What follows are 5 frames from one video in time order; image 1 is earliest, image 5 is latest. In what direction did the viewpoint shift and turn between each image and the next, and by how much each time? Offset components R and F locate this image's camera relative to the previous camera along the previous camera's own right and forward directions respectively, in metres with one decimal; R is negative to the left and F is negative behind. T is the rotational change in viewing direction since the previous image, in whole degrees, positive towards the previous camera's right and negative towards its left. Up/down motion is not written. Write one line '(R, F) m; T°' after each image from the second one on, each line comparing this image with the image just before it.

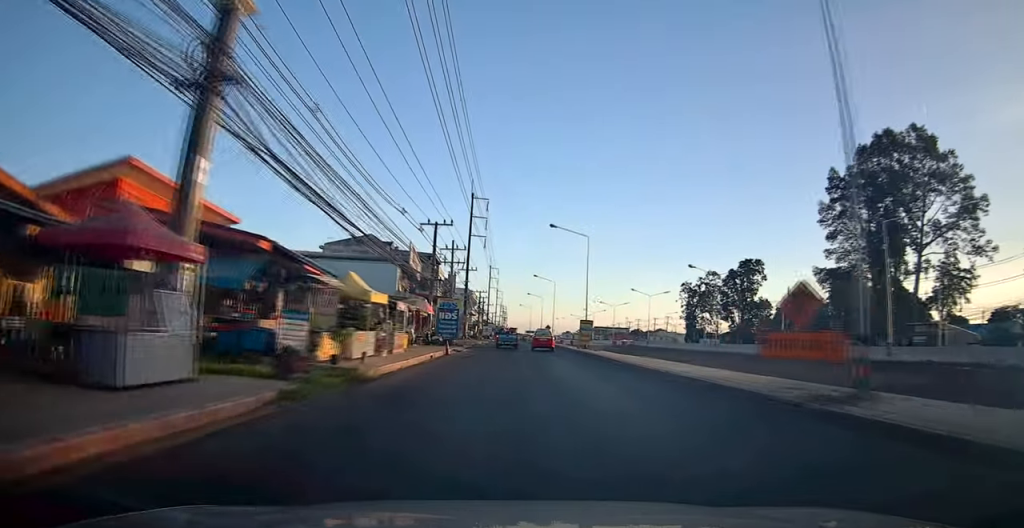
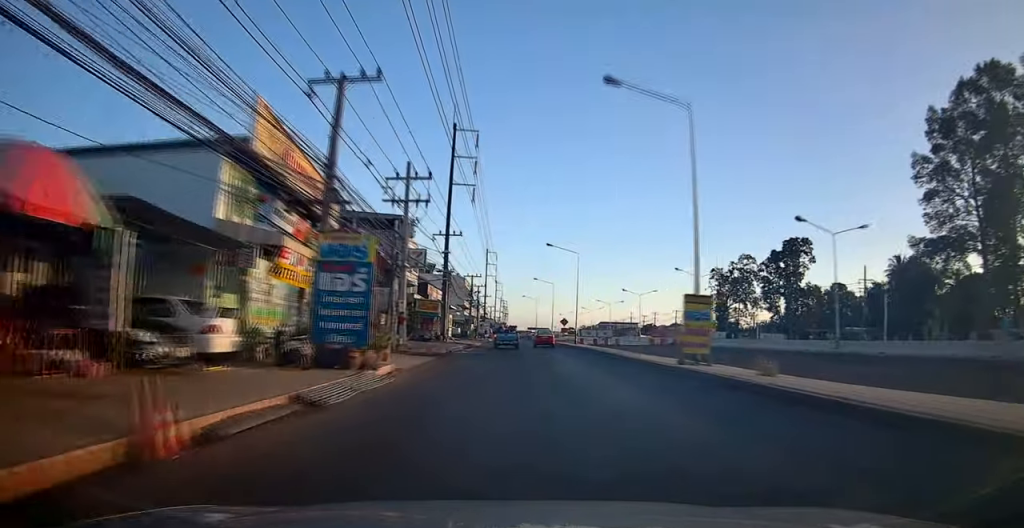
(+0.2, +25.5) m; +1°
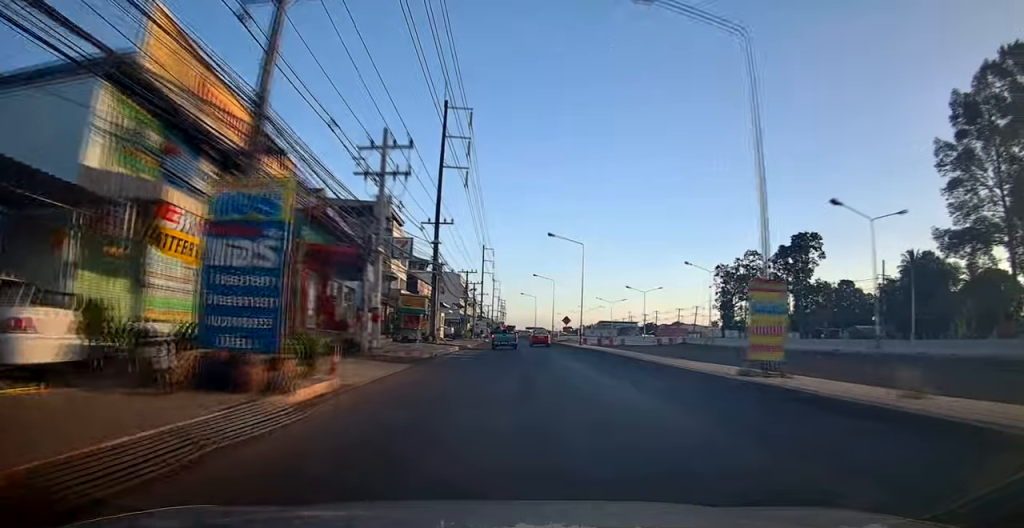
(-0.3, +5.4) m; 0°
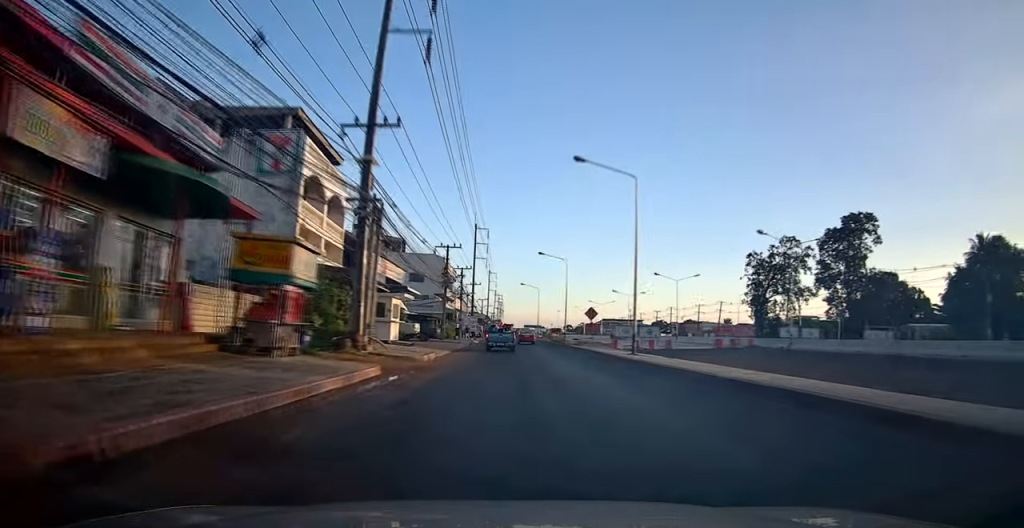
(+0.2, +21.1) m; -2°
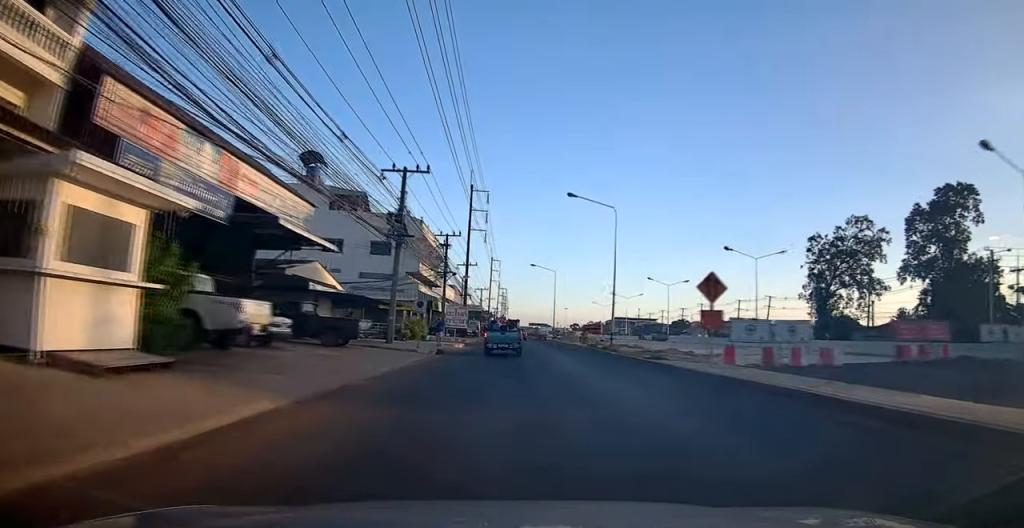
(+0.2, +25.9) m; -1°
